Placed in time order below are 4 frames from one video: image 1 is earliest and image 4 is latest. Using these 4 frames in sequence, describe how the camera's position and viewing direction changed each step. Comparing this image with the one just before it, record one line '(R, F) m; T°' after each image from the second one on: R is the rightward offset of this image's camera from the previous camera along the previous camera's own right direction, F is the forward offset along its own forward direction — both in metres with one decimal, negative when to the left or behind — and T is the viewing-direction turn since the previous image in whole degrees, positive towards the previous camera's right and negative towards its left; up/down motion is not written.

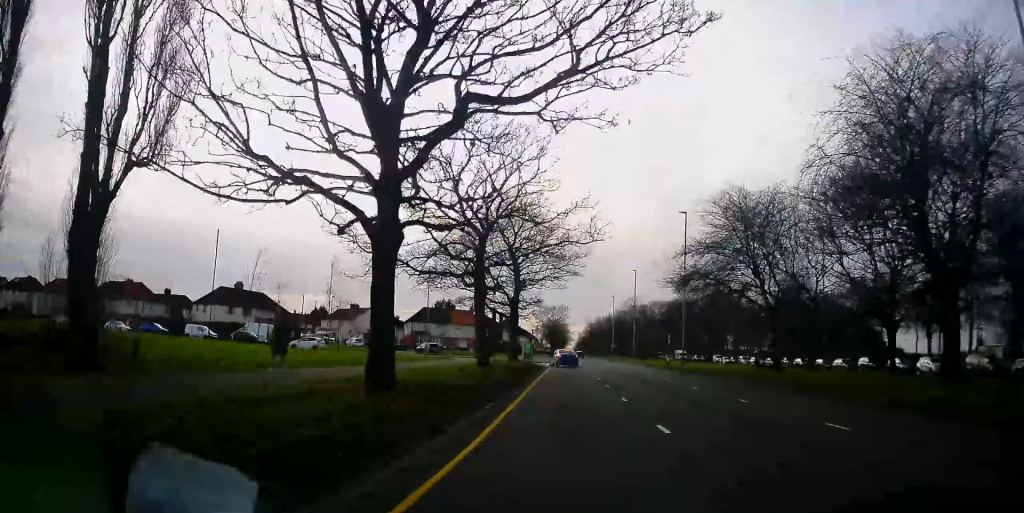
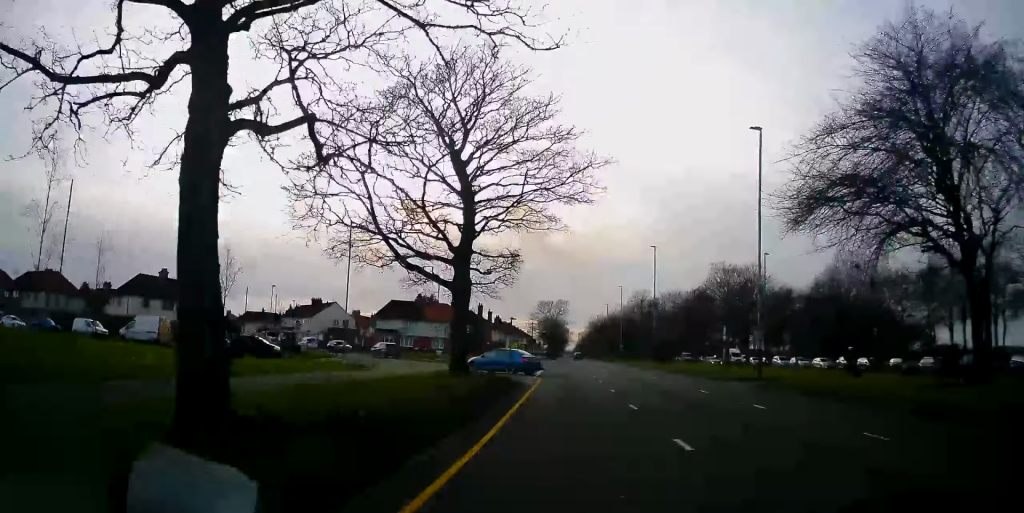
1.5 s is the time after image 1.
(+0.6, +19.1) m; +1°
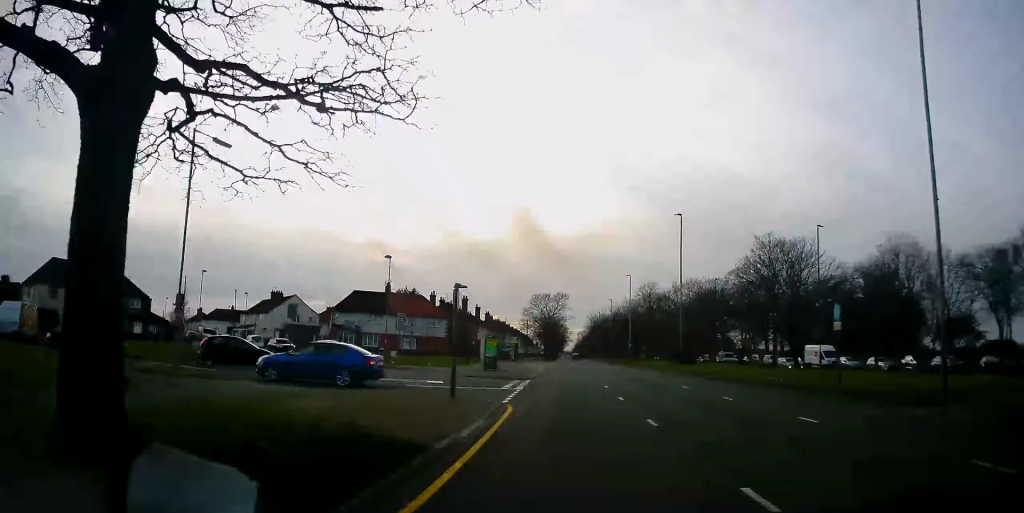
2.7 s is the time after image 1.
(-0.3, +14.9) m; -2°
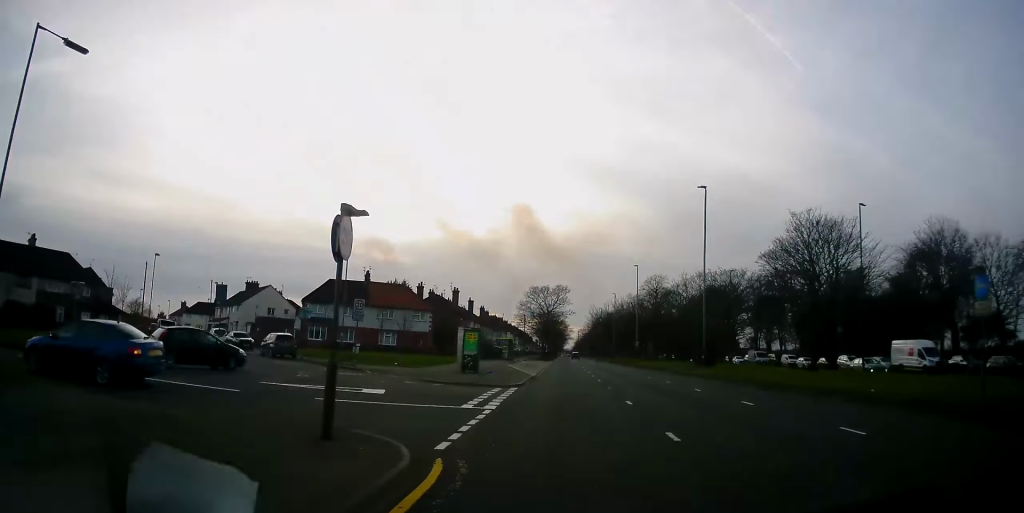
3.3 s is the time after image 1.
(-0.1, +7.9) m; 0°
